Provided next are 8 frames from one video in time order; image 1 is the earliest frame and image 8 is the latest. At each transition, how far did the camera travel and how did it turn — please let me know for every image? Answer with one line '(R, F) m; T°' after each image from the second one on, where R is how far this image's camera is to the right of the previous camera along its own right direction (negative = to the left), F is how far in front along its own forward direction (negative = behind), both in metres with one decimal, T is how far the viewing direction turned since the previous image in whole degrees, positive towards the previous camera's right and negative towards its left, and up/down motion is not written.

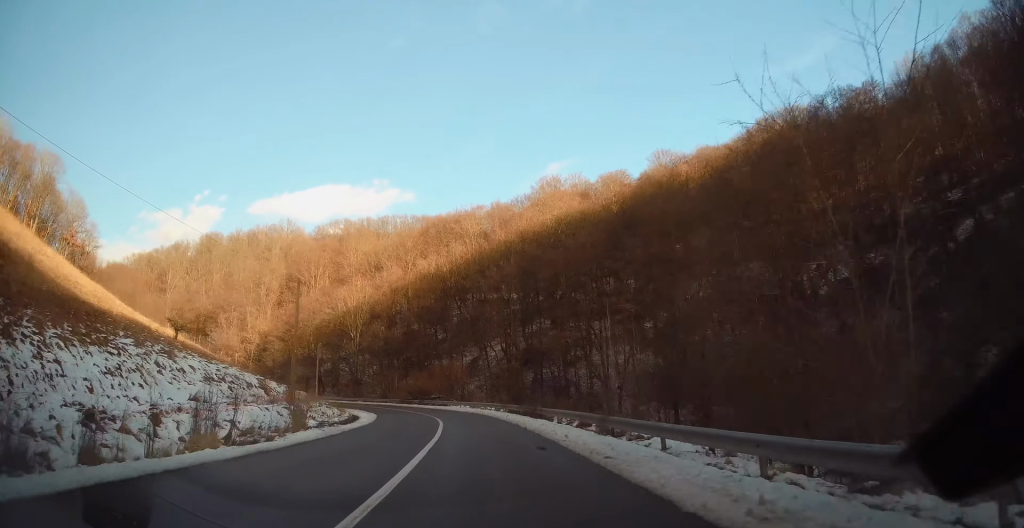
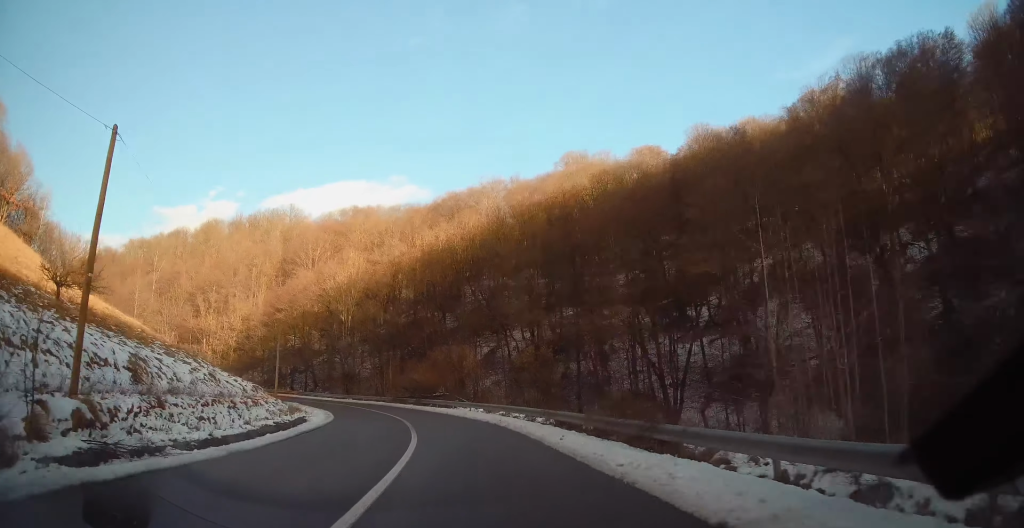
(+0.2, +16.4) m; -3°
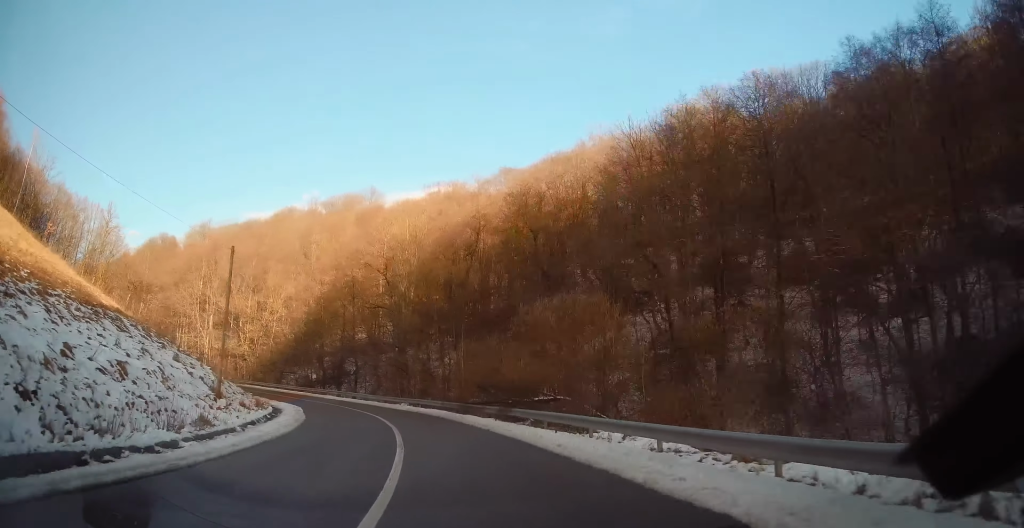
(-2.8, +23.2) m; -13°
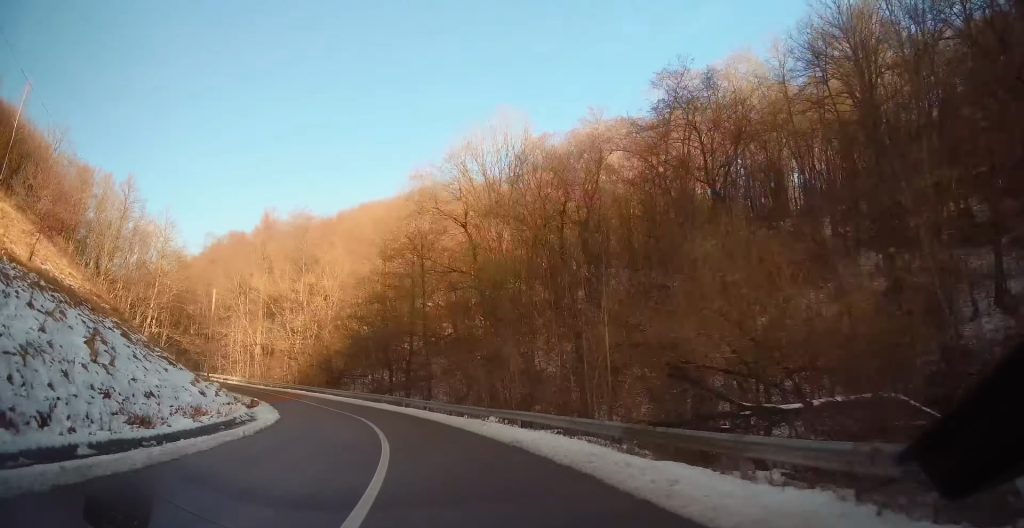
(-1.2, +18.5) m; -10°
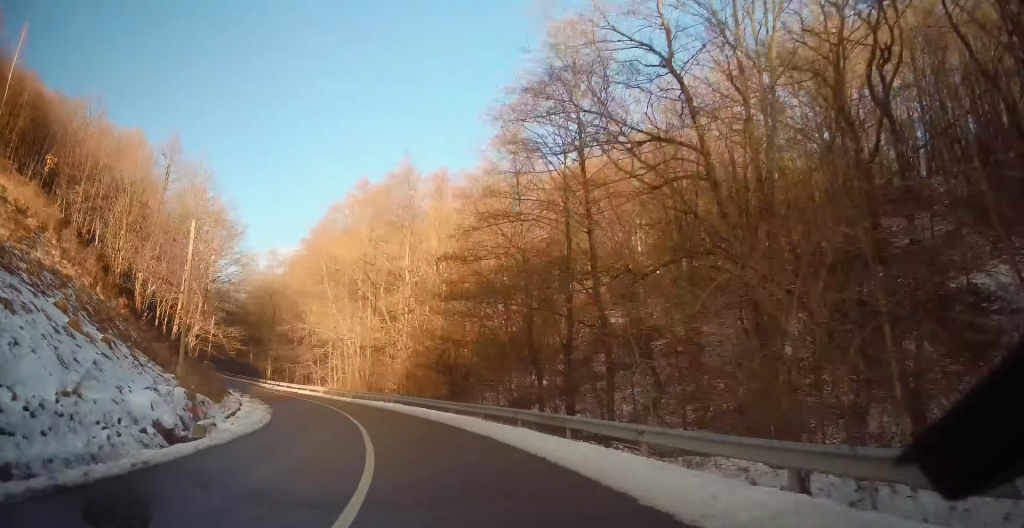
(-3.2, +19.6) m; -17°
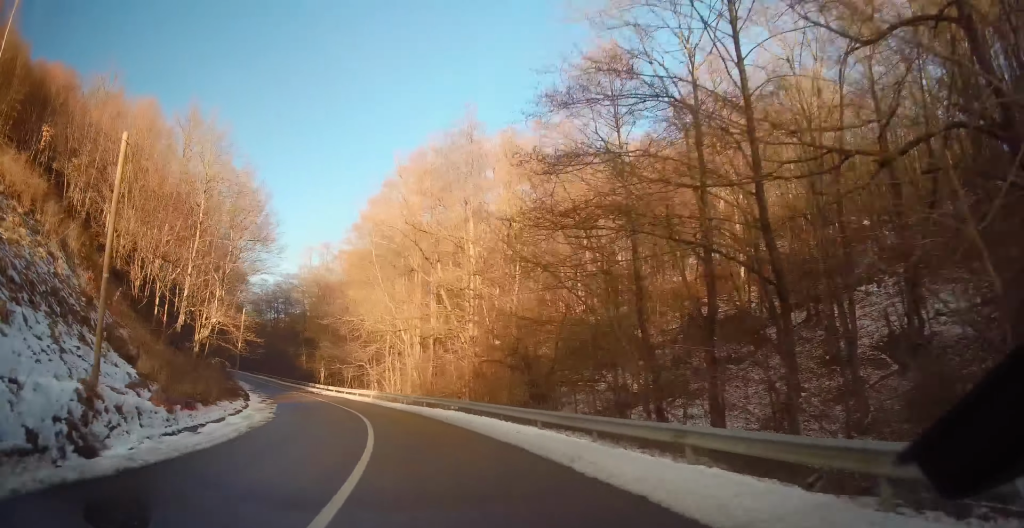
(-0.4, +9.1) m; -7°
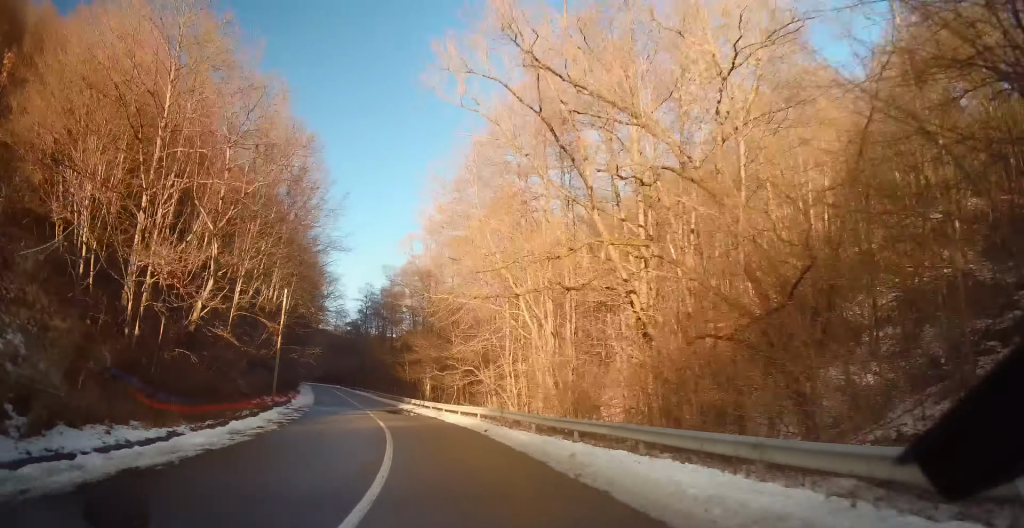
(-1.5, +16.8) m; -12°
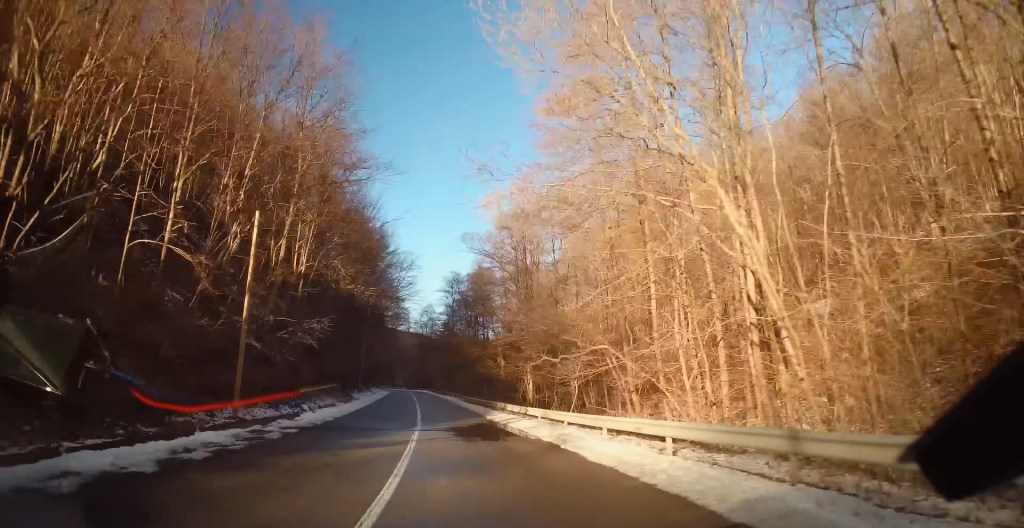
(-1.8, +15.9) m; -9°
